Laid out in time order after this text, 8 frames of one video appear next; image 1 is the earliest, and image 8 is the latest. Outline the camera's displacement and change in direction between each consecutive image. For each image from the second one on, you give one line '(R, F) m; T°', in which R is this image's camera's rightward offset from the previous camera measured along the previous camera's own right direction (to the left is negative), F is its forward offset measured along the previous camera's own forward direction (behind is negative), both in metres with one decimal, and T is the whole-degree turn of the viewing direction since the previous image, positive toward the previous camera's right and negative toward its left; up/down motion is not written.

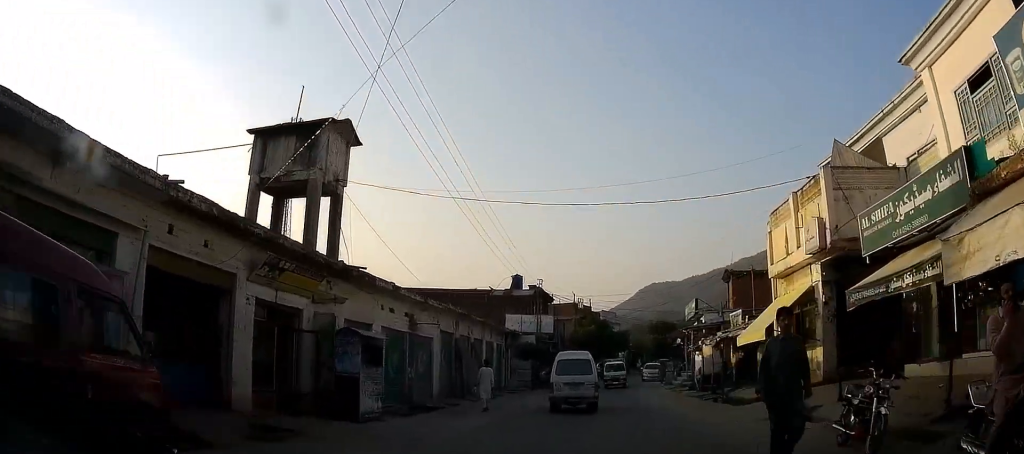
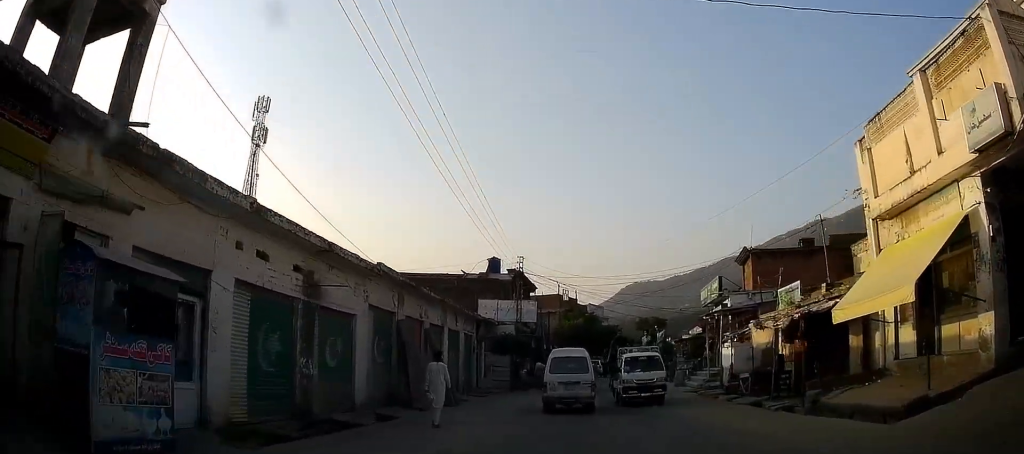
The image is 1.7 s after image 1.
(0.0, +6.9) m; 0°
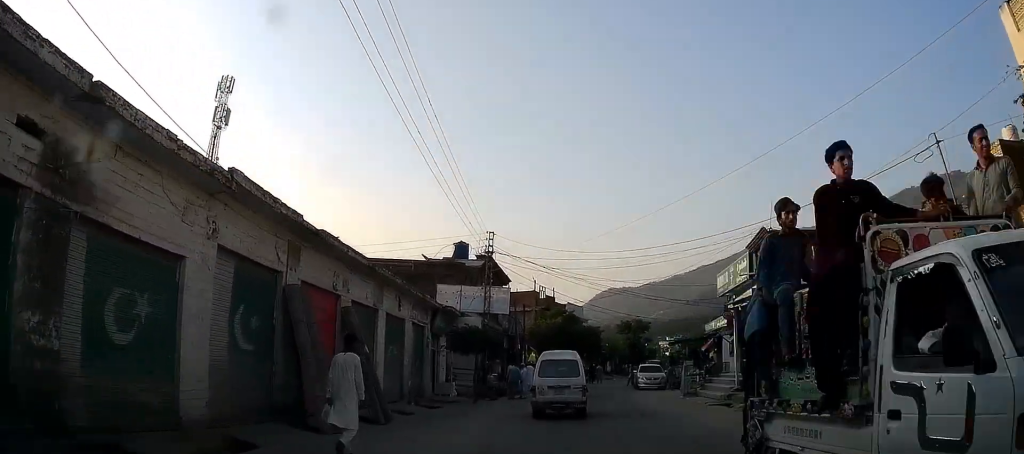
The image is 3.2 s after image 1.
(0.0, +6.5) m; 0°
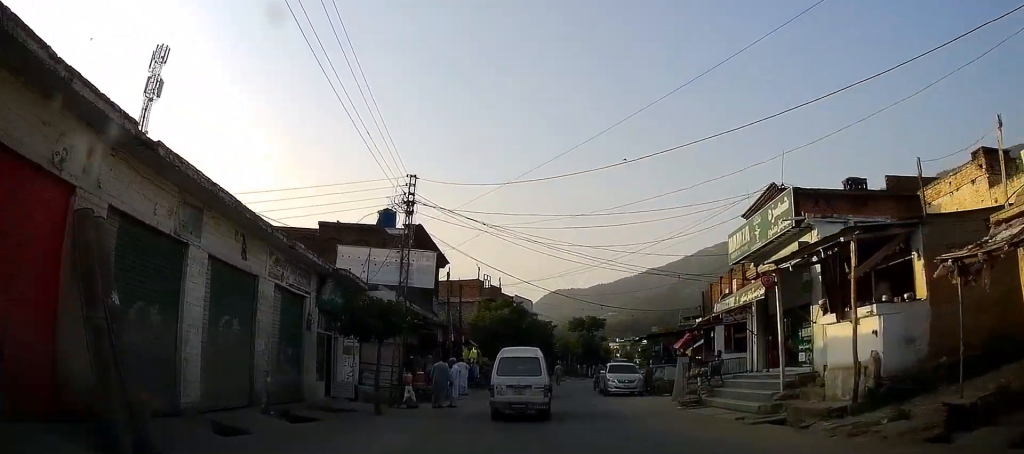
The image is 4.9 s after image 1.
(0.0, +7.3) m; +4°
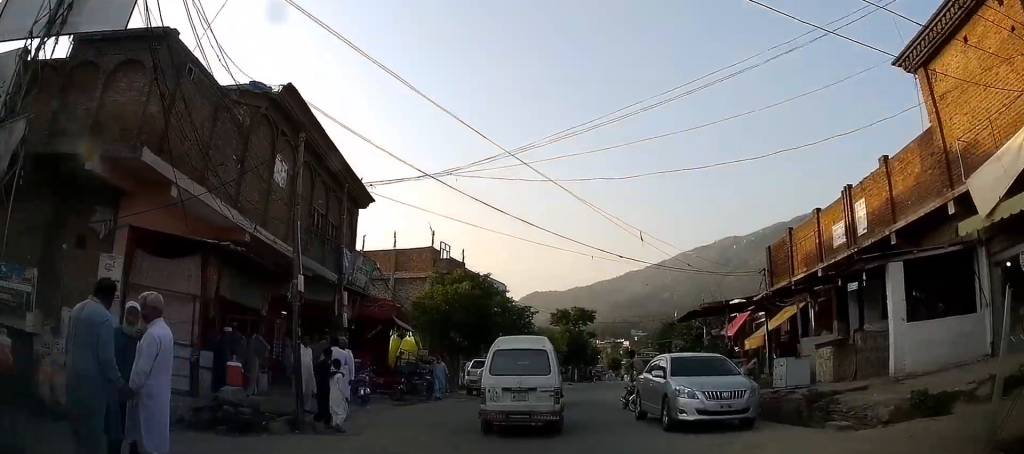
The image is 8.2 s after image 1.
(+1.4, +13.9) m; +8°
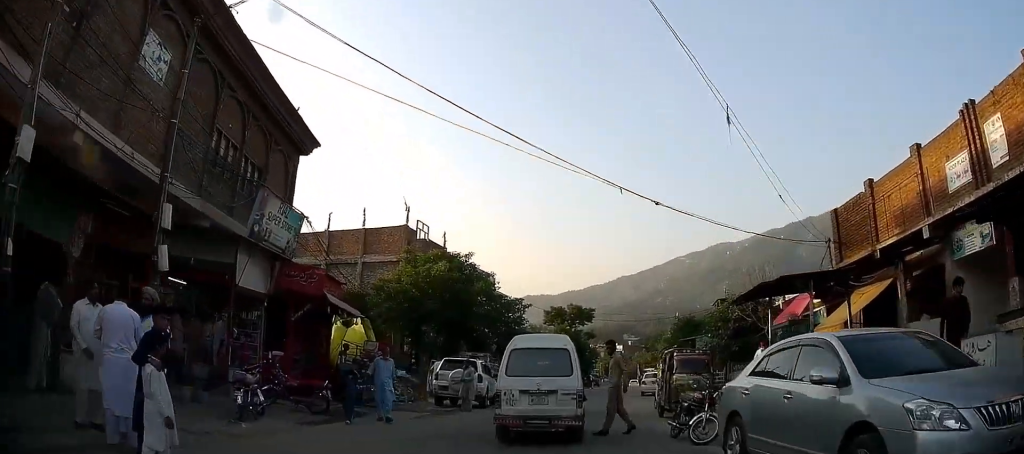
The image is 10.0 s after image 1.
(0.0, +7.5) m; 0°
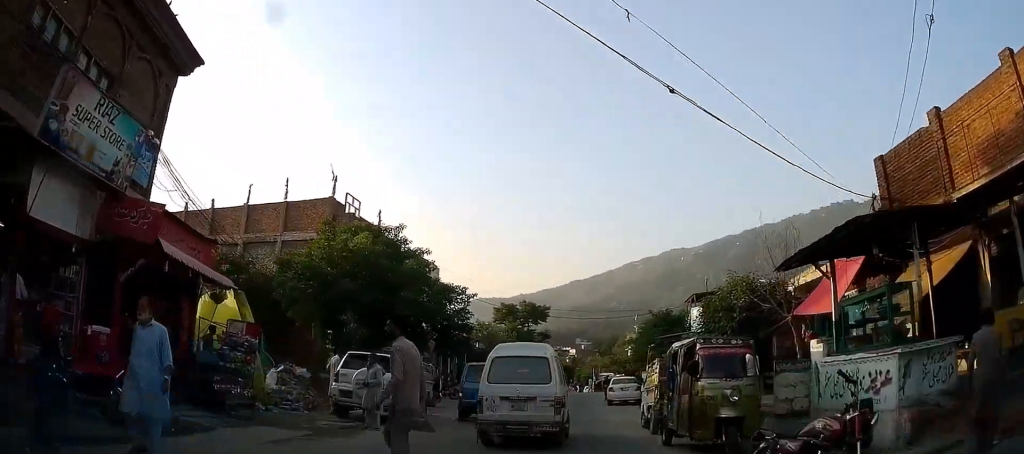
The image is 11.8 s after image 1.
(0.0, +6.8) m; -1°
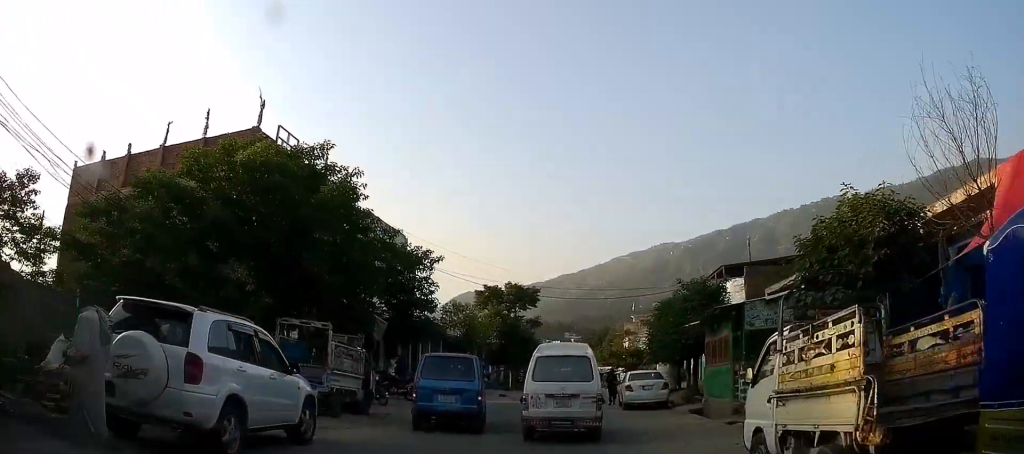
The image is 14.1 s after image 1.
(0.0, +8.4) m; +6°
